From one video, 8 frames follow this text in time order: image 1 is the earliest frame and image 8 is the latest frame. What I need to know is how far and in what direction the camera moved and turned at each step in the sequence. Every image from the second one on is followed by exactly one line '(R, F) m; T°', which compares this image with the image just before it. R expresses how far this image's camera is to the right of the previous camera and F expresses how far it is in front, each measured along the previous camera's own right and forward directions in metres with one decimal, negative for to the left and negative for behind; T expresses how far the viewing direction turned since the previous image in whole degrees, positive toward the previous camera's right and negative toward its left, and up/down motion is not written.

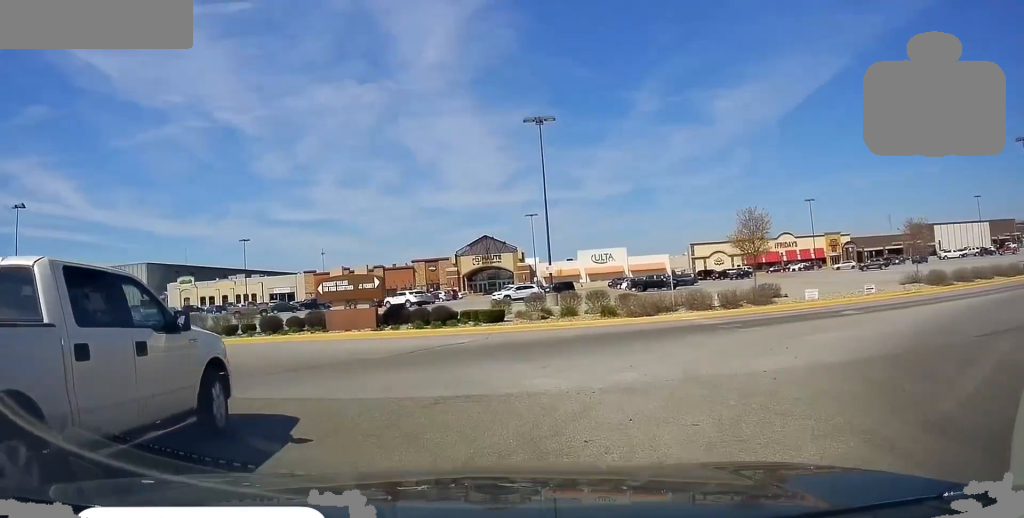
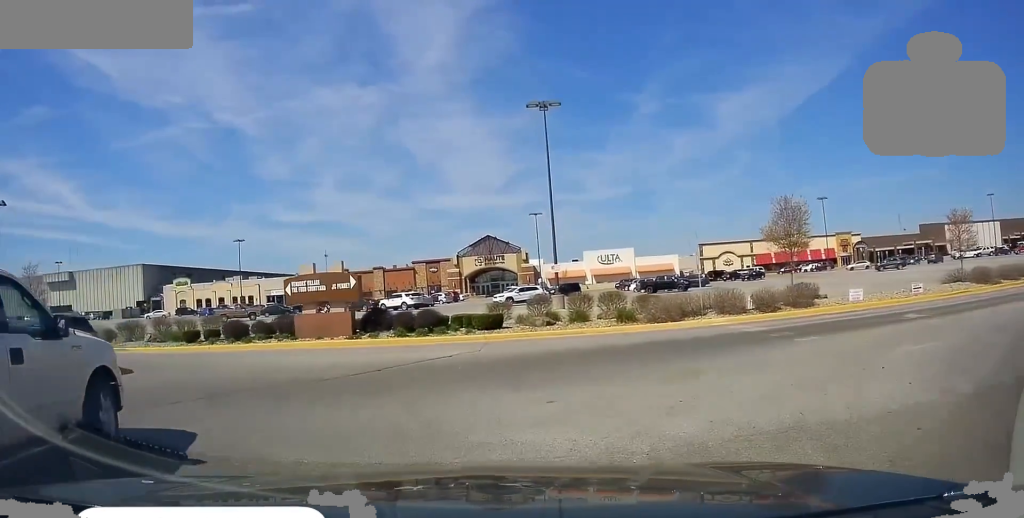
(0.0, +4.4) m; 0°
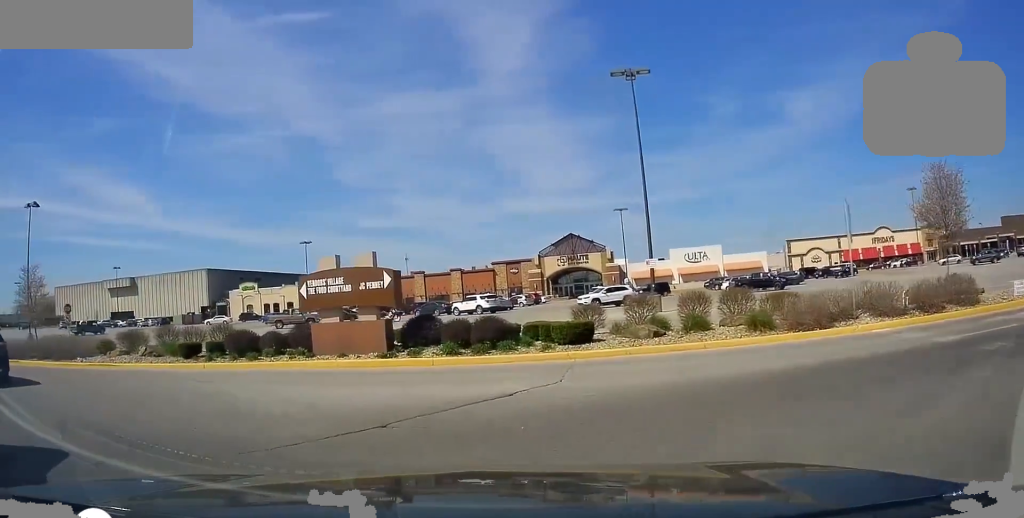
(0.0, +6.4) m; -1°
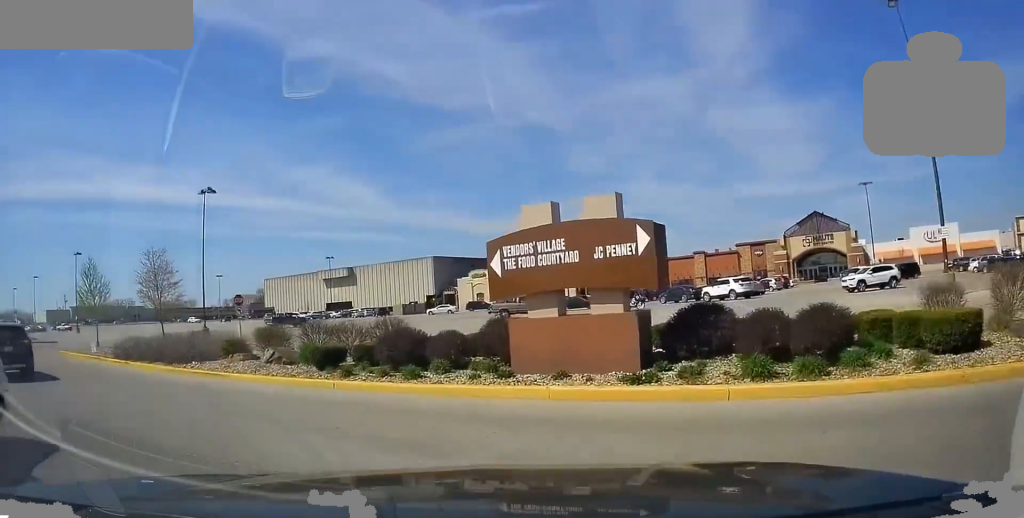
(-0.1, +7.2) m; -8°
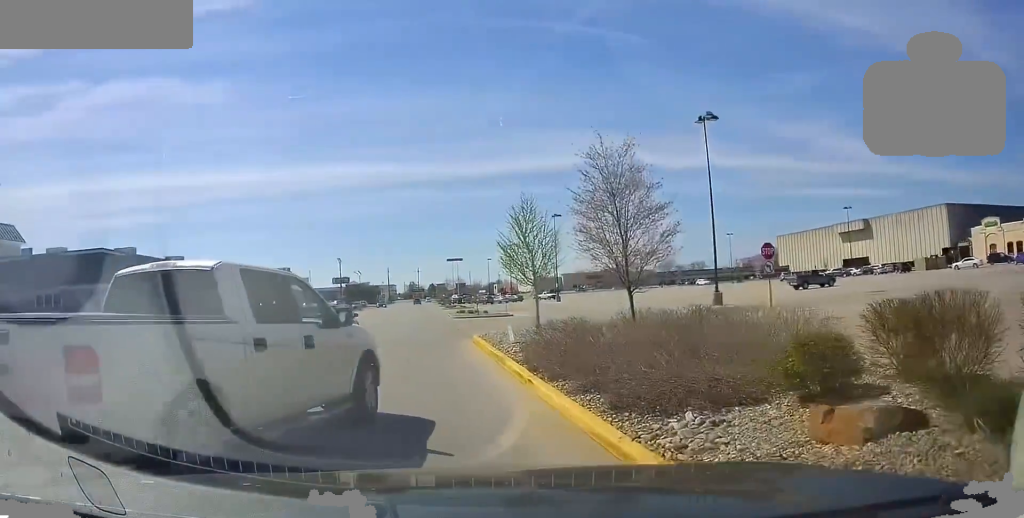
(-4.4, +11.8) m; -41°
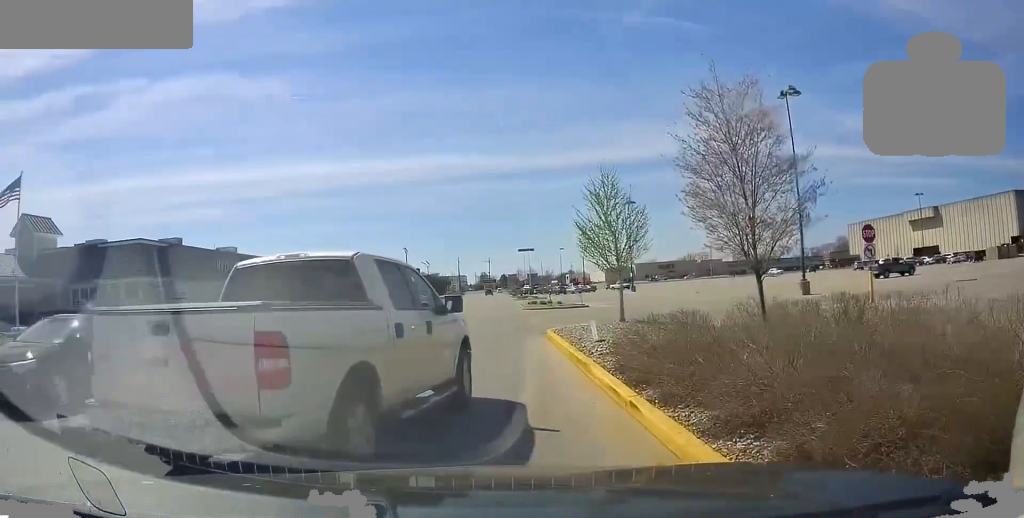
(-0.2, +2.9) m; -13°
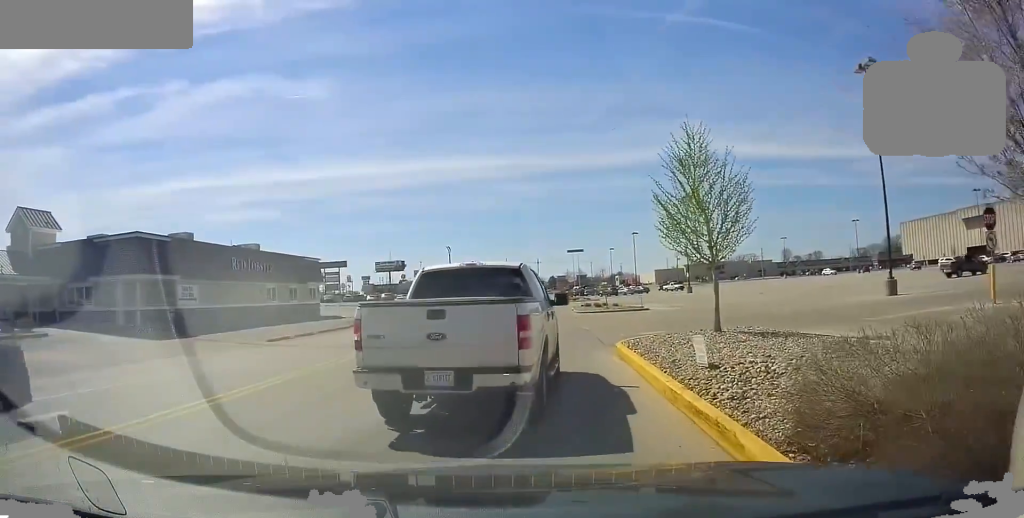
(-1.4, +5.2) m; -23°
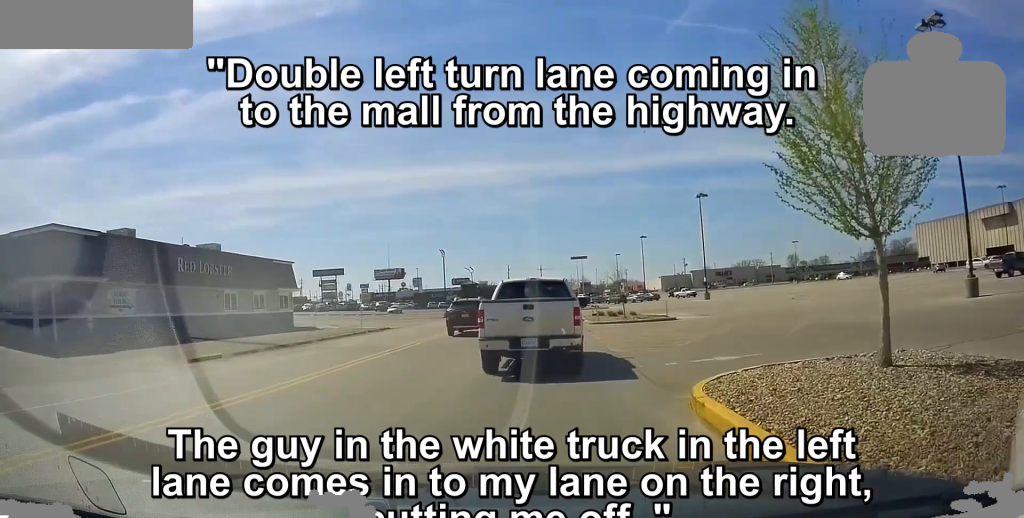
(-0.6, +6.8) m; -5°
